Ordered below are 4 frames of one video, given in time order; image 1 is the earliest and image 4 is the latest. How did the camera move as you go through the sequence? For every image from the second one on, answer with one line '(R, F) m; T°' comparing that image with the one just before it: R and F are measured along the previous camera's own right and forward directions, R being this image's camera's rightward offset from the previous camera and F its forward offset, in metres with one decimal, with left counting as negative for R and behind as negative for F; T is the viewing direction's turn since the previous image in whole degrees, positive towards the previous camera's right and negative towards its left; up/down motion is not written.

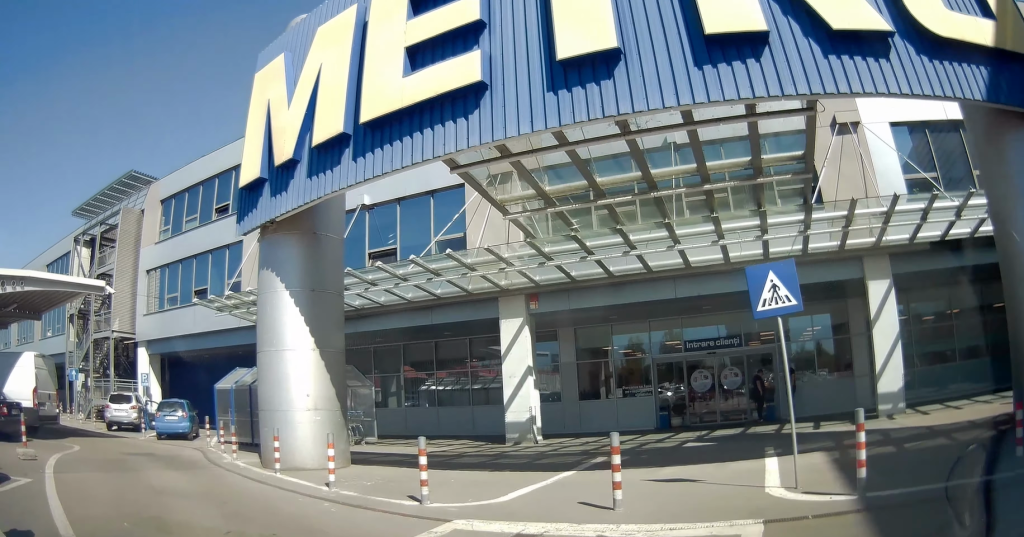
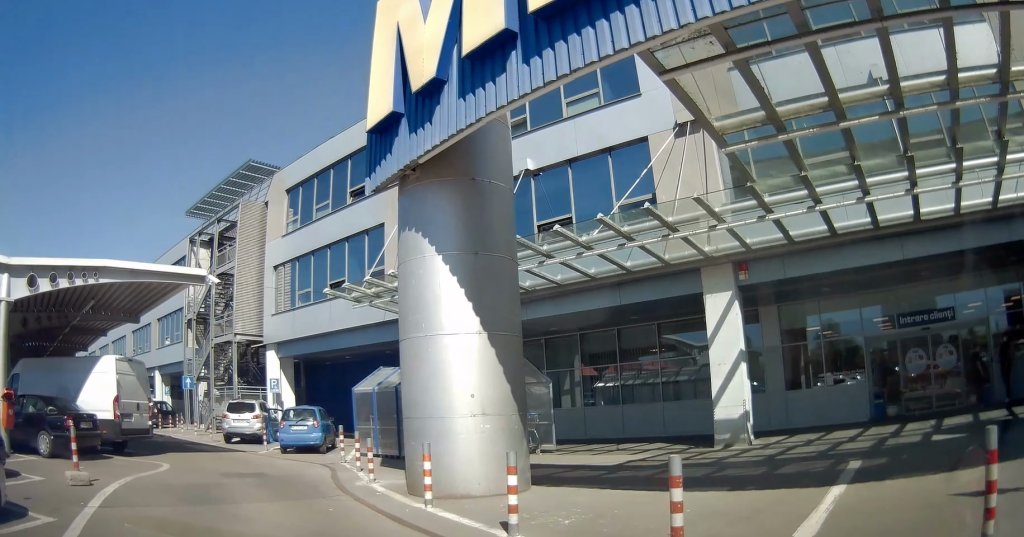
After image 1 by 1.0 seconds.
(-0.4, +3.7) m; -14°
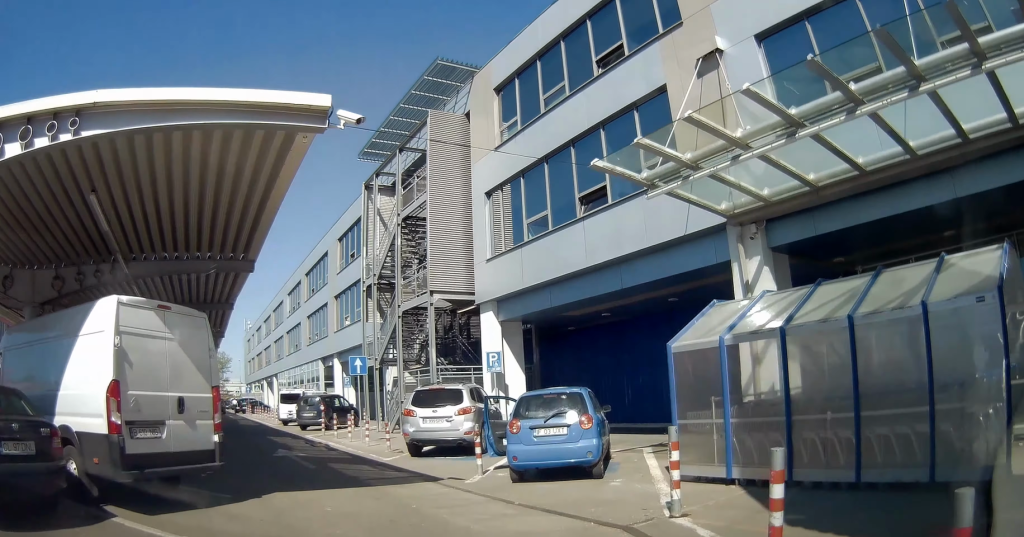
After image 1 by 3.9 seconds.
(-1.5, +10.4) m; -12°
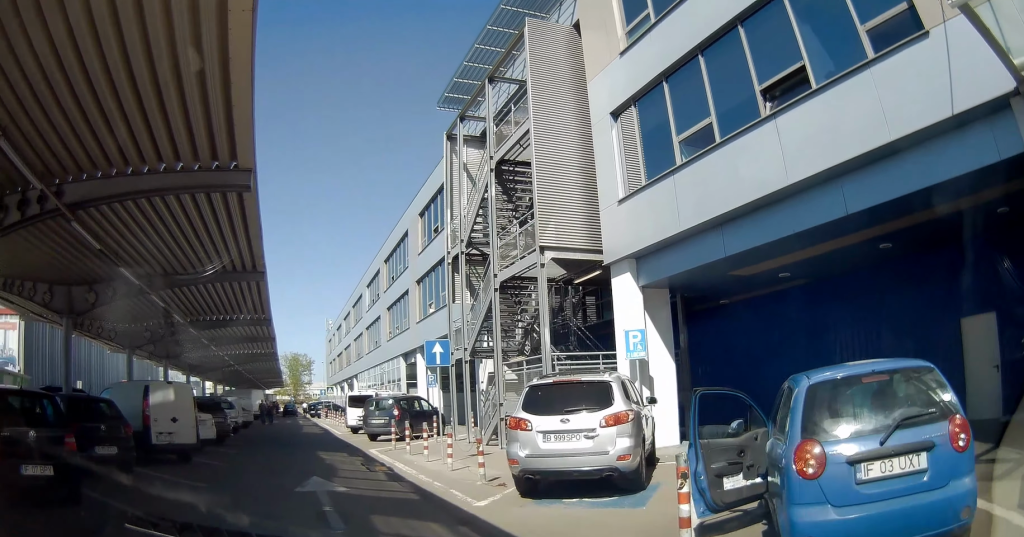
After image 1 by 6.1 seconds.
(-0.4, +7.2) m; -7°
